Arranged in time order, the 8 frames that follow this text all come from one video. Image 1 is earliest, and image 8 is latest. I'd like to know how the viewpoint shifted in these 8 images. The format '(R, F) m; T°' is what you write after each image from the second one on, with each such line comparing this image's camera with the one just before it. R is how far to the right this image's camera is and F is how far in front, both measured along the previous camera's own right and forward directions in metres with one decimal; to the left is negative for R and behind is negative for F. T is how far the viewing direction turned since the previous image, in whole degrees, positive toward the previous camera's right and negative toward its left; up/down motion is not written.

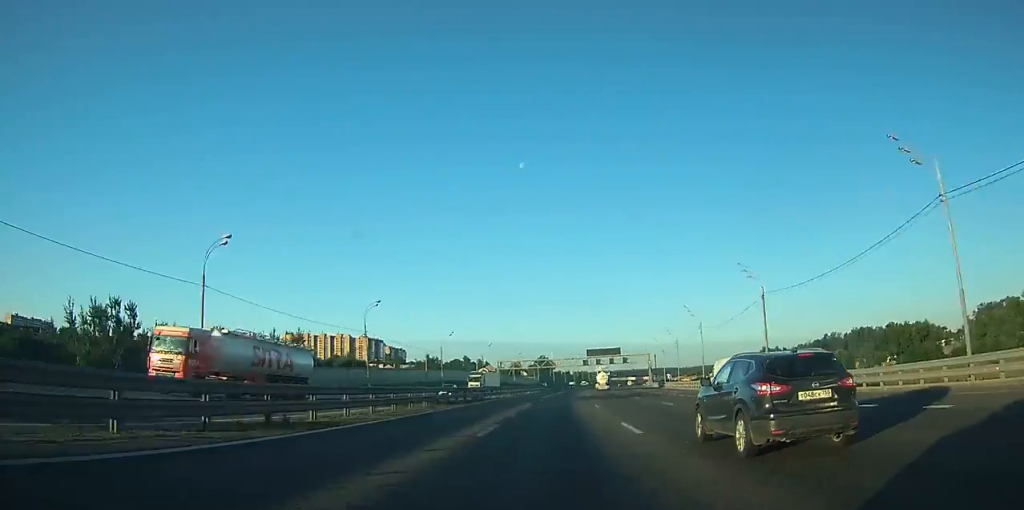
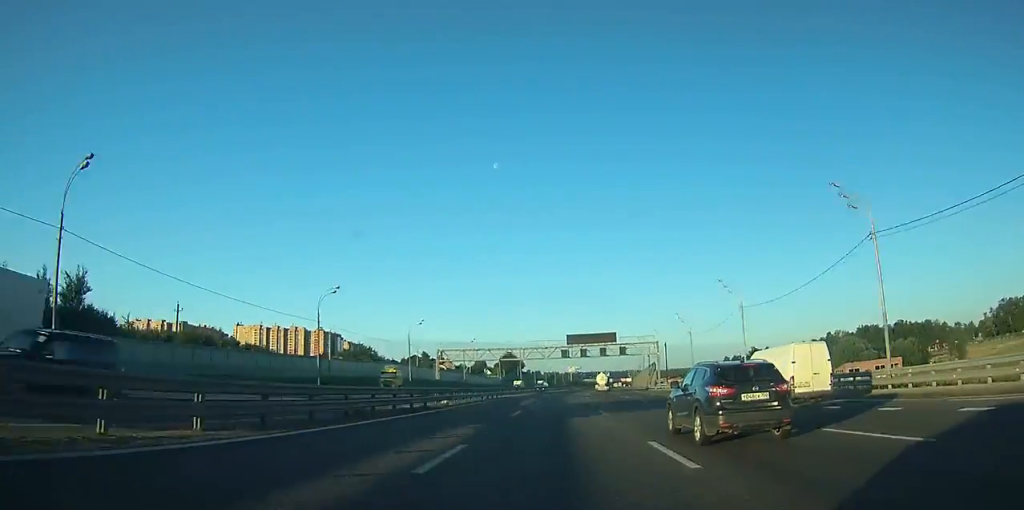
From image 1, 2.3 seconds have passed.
(+0.8, +55.2) m; +3°
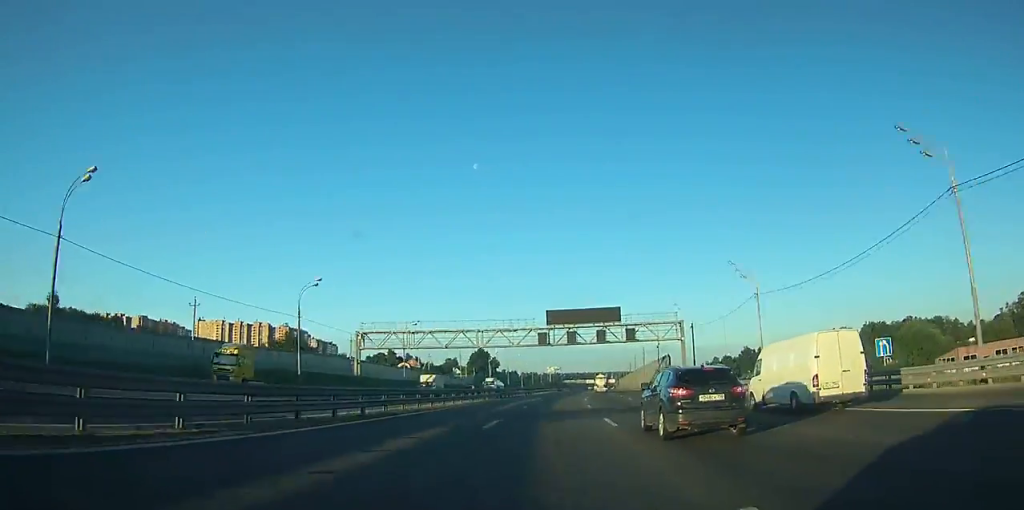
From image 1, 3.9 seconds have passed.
(+1.1, +39.2) m; +2°
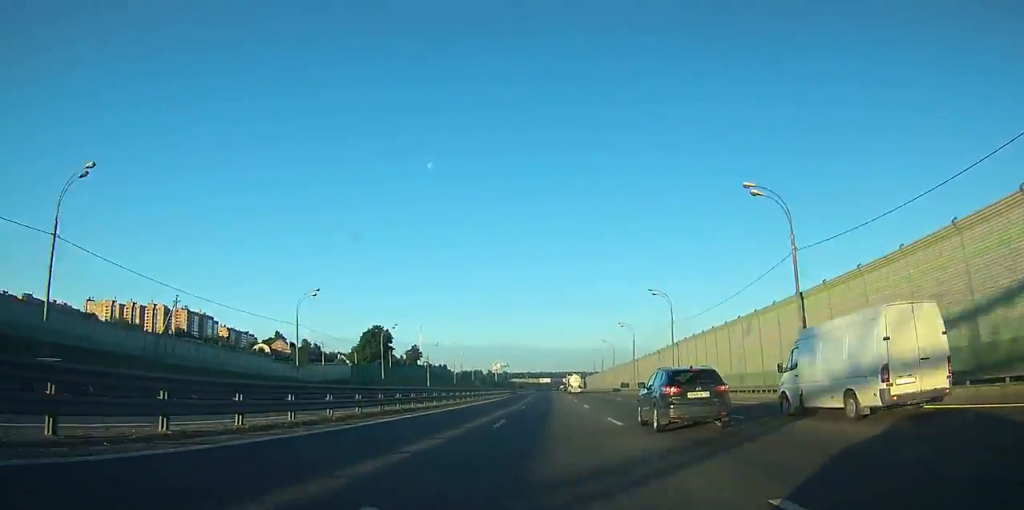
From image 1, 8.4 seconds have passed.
(+5.4, +119.3) m; +4°
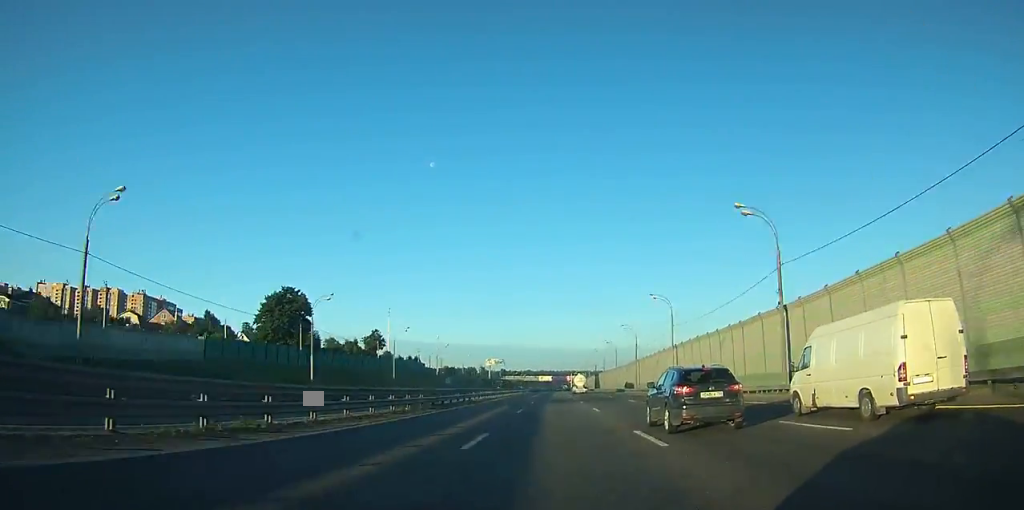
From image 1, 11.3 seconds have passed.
(+0.8, +73.3) m; +1°
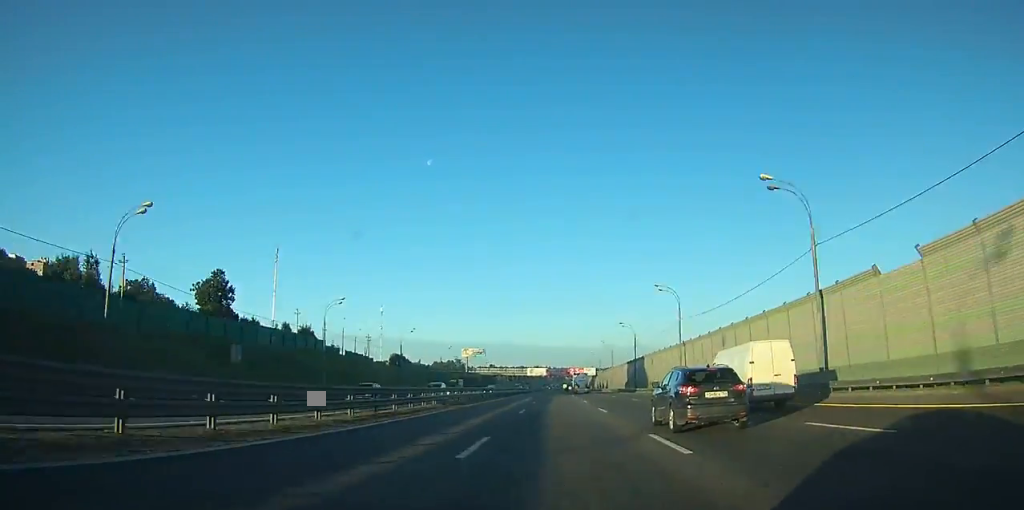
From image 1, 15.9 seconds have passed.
(+0.4, +115.3) m; 0°
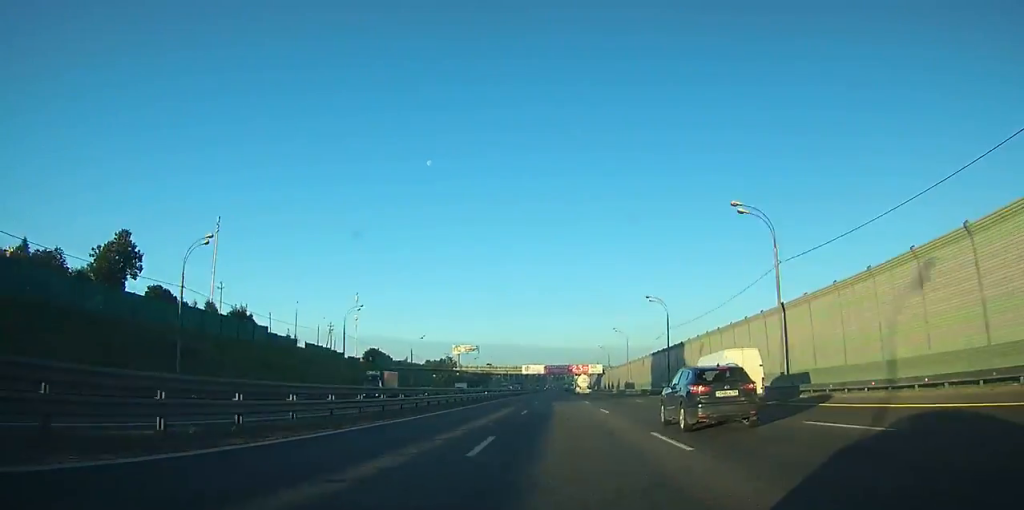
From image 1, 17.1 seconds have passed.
(0.0, +30.6) m; 0°
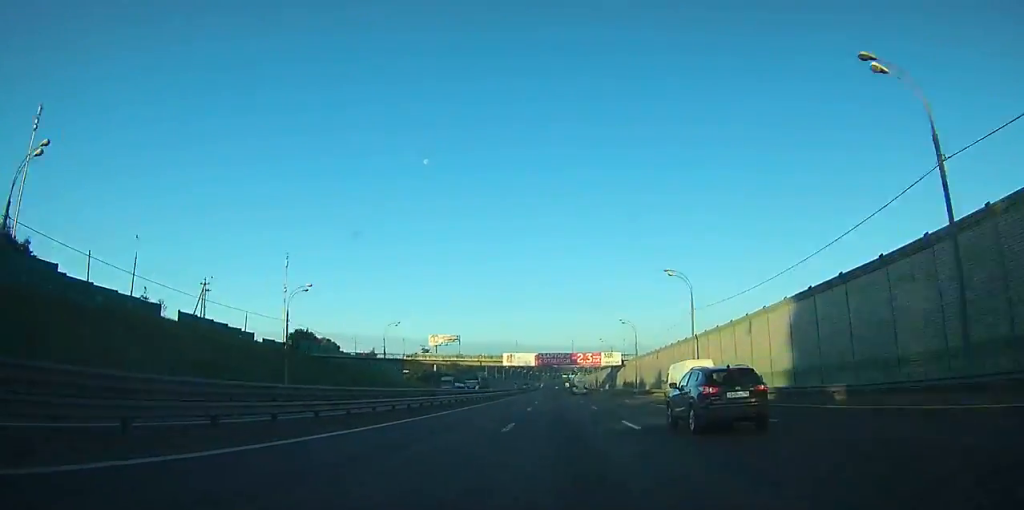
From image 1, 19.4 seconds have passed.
(+0.1, +55.7) m; 0°
